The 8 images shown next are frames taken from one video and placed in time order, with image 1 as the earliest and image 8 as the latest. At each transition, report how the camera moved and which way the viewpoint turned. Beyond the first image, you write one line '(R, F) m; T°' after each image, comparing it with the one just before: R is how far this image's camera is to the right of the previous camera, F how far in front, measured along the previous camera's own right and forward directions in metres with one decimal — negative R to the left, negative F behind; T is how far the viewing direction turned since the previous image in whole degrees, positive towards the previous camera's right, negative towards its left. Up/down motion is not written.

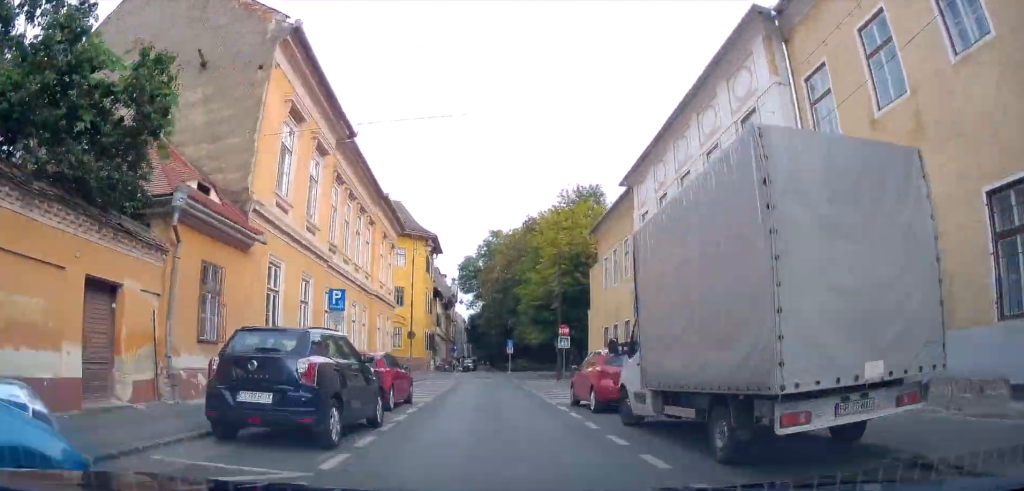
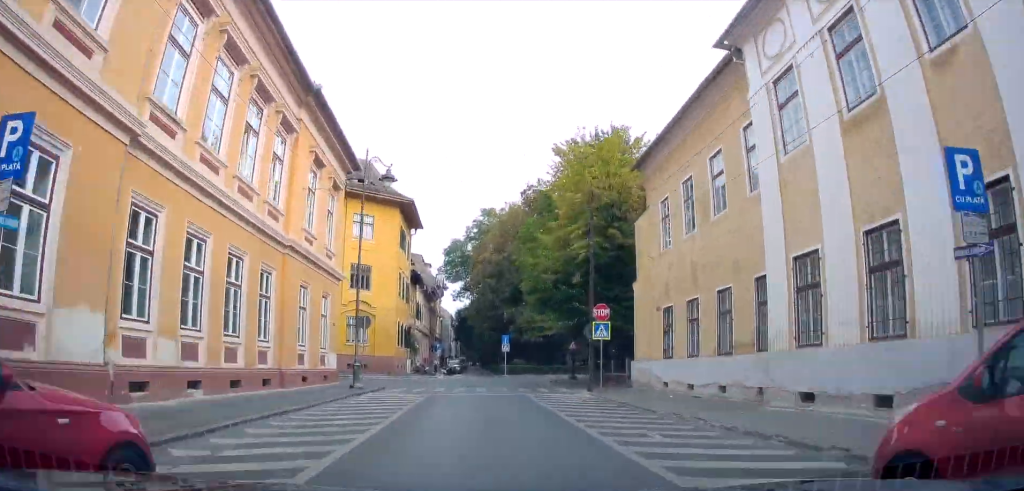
(-2.3, +13.1) m; -10°
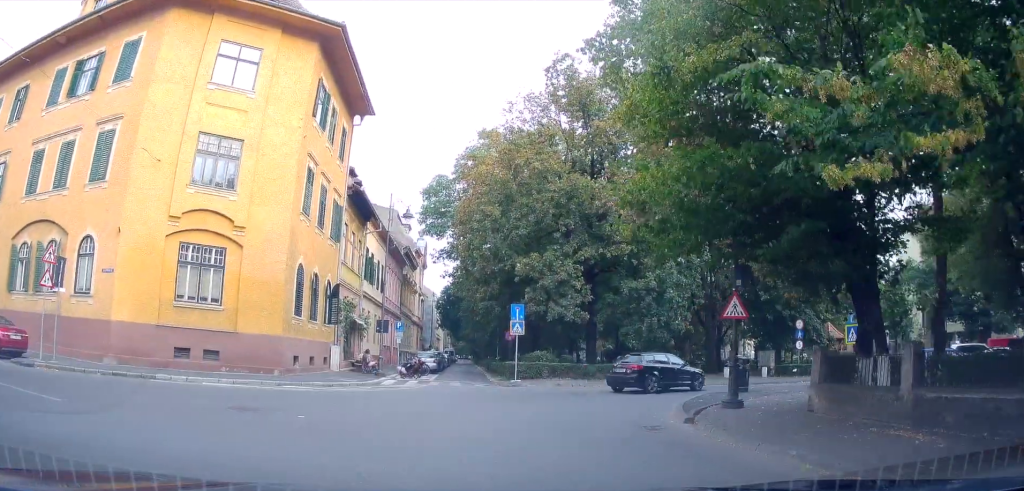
(+0.2, +29.9) m; +11°
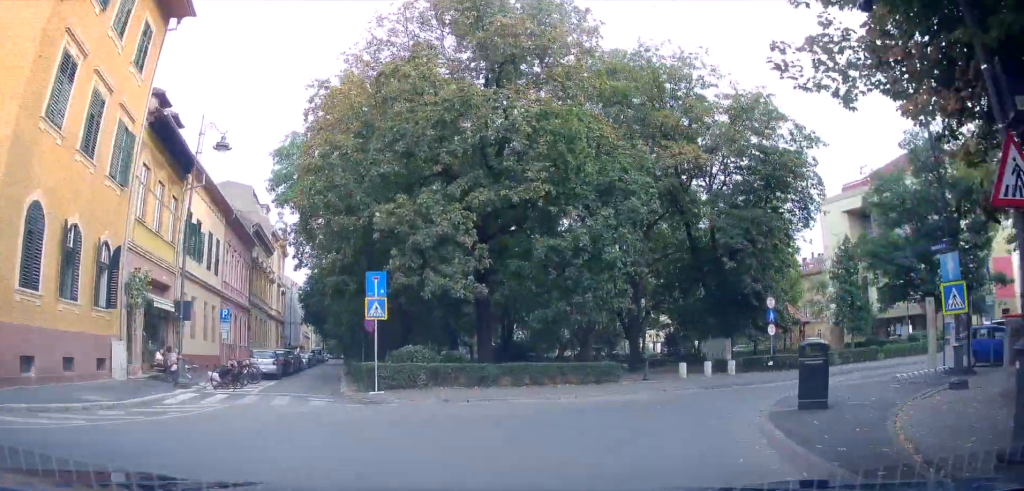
(+2.4, +14.1) m; +25°
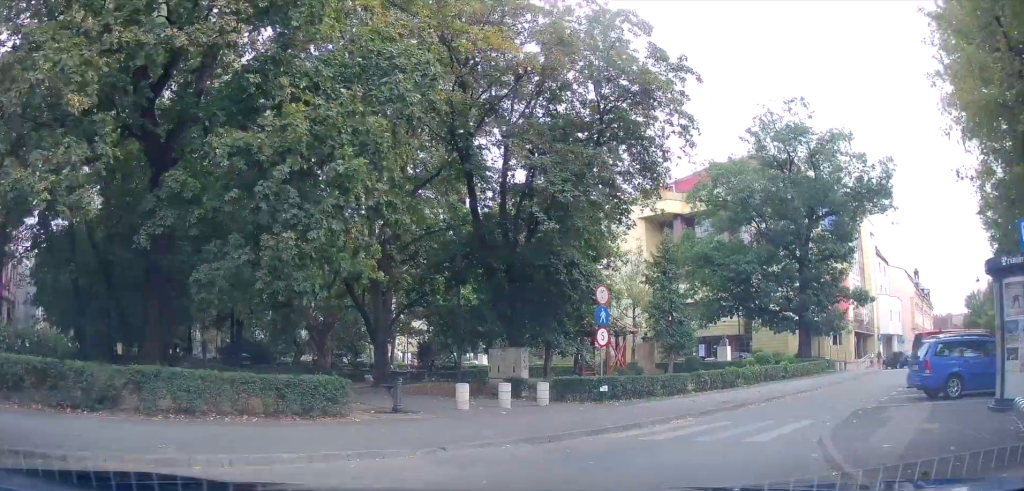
(+1.3, +8.8) m; +19°
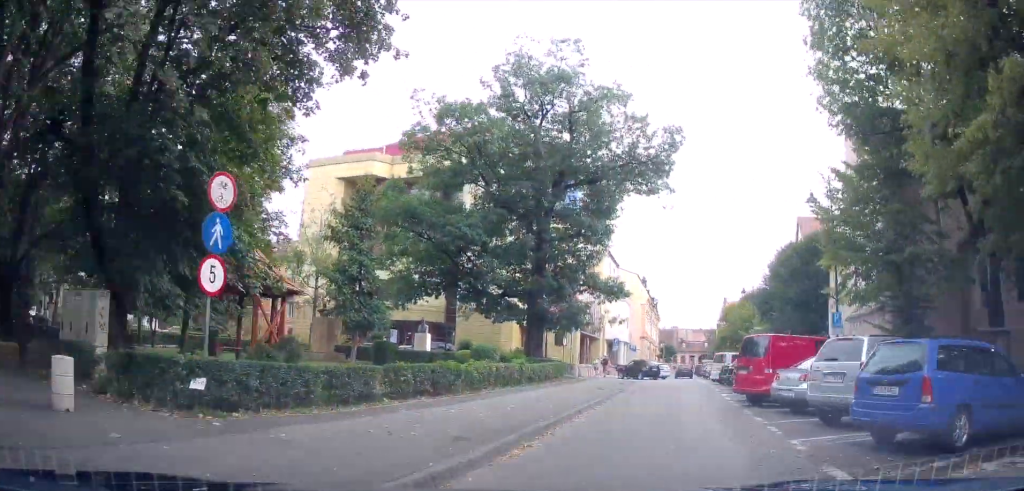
(+1.3, +8.0) m; +16°
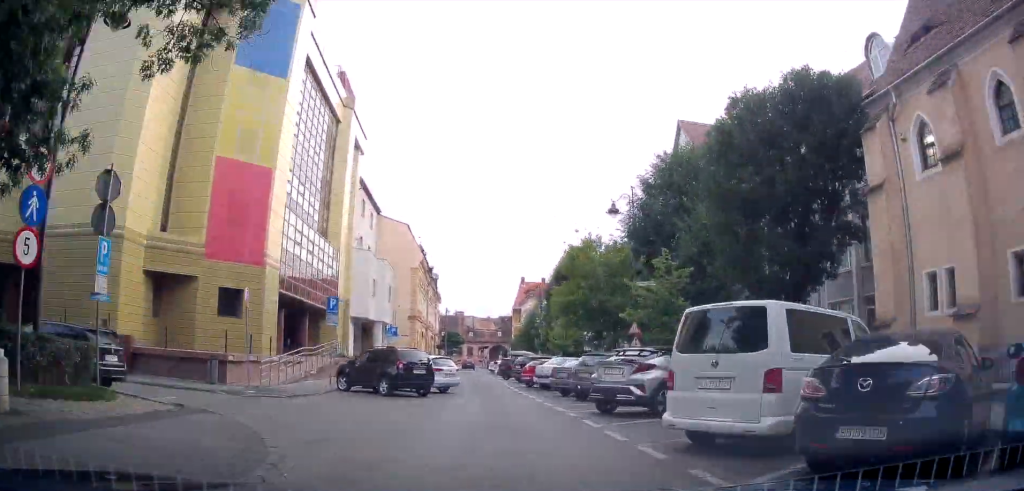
(+6.2, +21.4) m; +24°
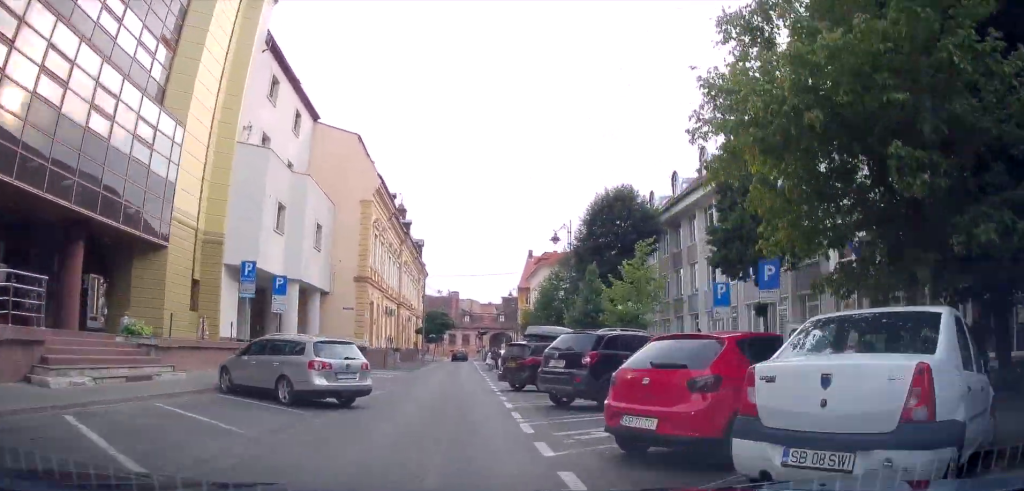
(+1.2, +22.1) m; -2°
